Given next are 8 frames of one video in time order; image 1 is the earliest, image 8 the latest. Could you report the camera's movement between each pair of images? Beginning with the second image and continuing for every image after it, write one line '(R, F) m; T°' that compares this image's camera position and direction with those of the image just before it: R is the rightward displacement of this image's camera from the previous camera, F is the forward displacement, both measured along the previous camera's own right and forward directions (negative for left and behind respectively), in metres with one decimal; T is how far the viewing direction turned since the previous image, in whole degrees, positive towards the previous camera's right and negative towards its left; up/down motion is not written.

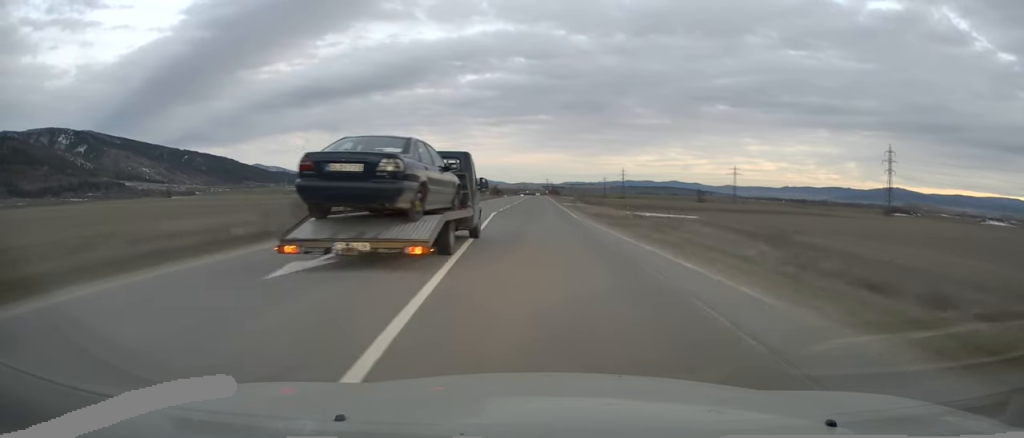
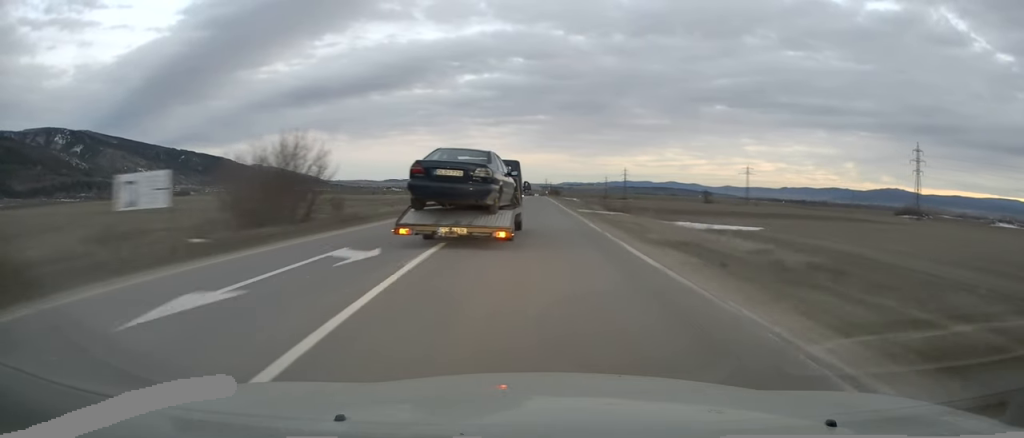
(0.0, +18.8) m; -1°
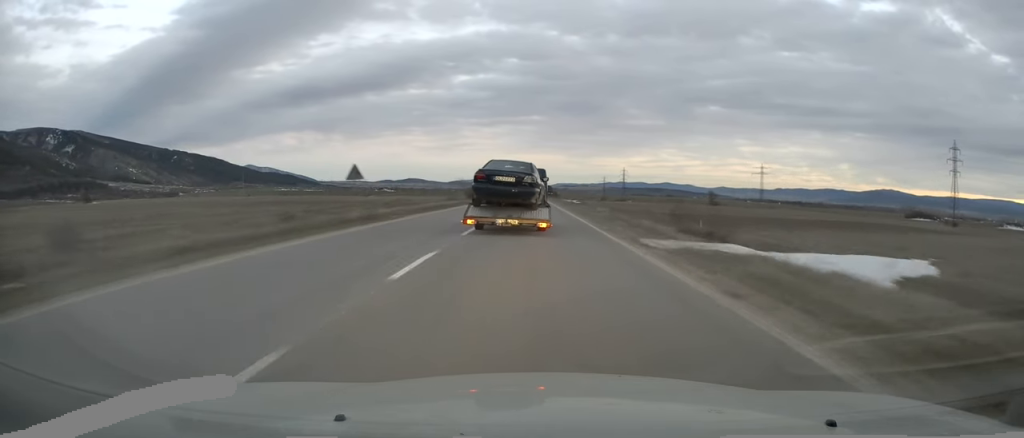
(-0.3, +23.4) m; +1°
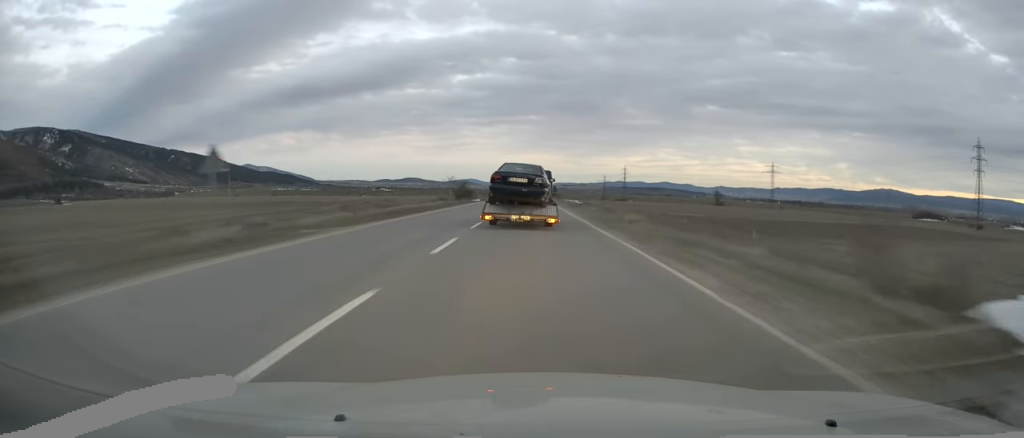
(+0.4, +12.5) m; 0°
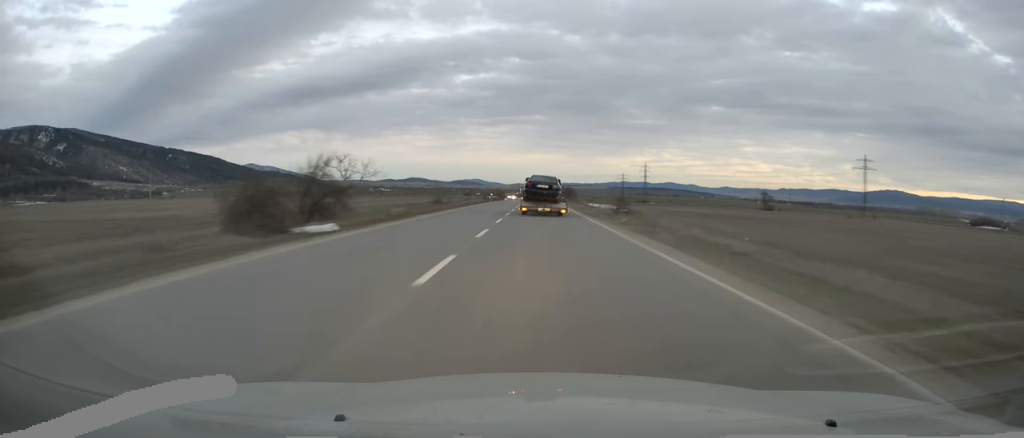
(-0.2, +64.8) m; 0°
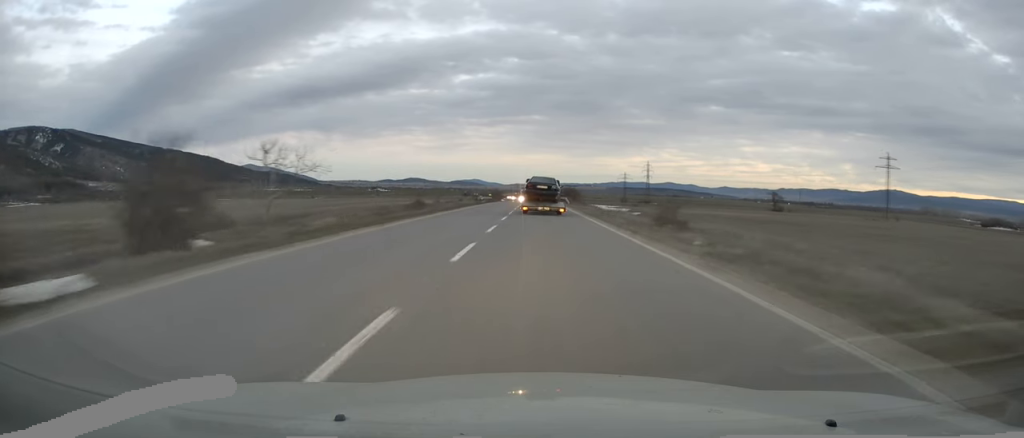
(0.0, +12.5) m; 0°
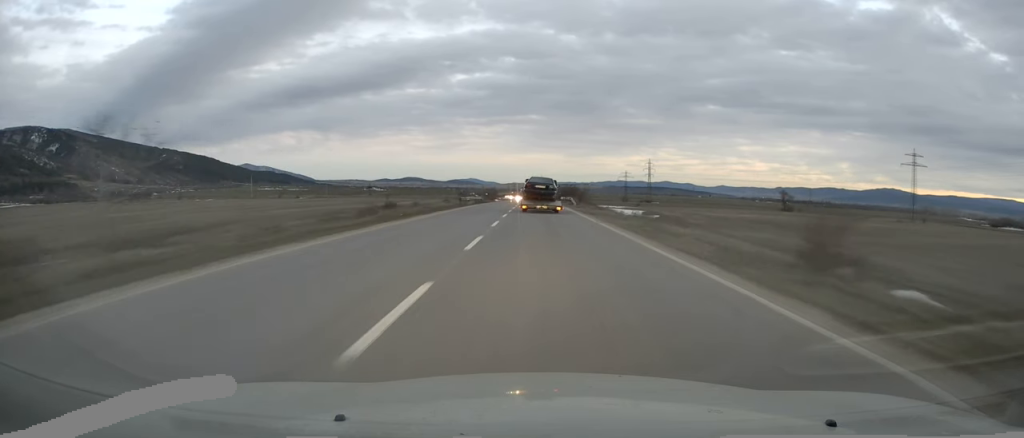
(0.0, +13.4) m; 0°
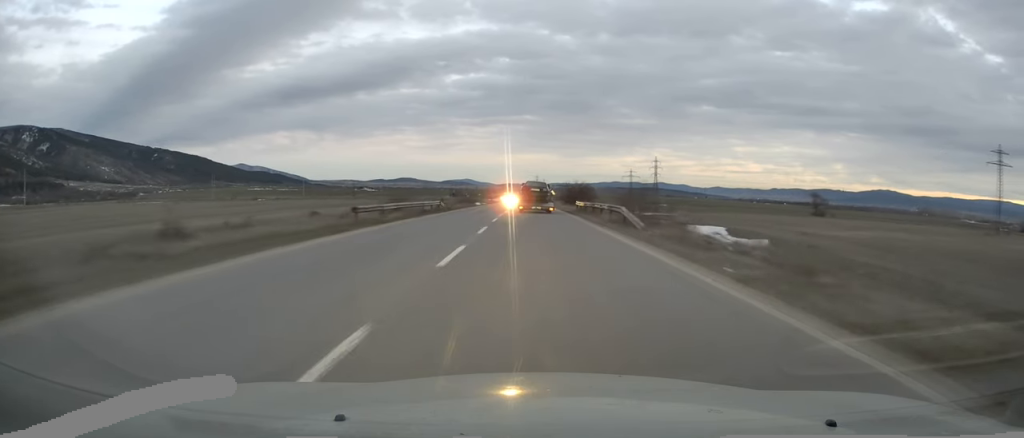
(+0.1, +33.2) m; 0°
